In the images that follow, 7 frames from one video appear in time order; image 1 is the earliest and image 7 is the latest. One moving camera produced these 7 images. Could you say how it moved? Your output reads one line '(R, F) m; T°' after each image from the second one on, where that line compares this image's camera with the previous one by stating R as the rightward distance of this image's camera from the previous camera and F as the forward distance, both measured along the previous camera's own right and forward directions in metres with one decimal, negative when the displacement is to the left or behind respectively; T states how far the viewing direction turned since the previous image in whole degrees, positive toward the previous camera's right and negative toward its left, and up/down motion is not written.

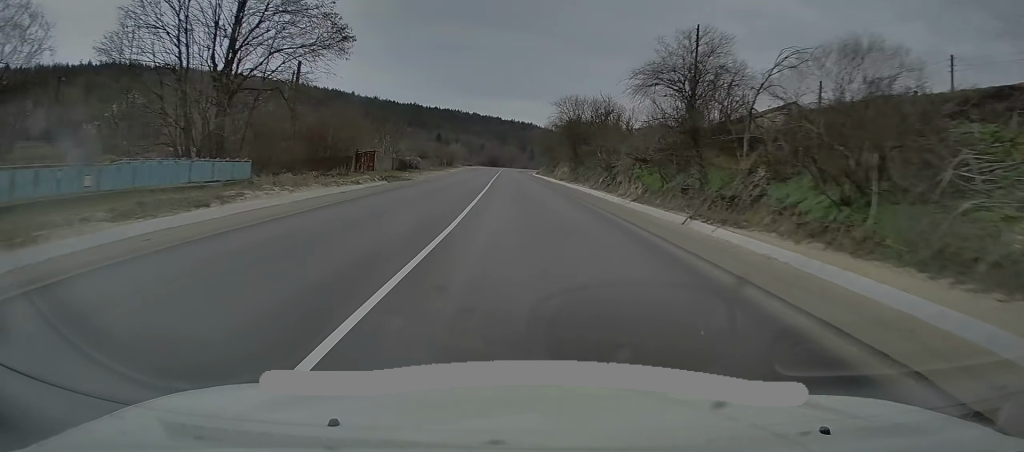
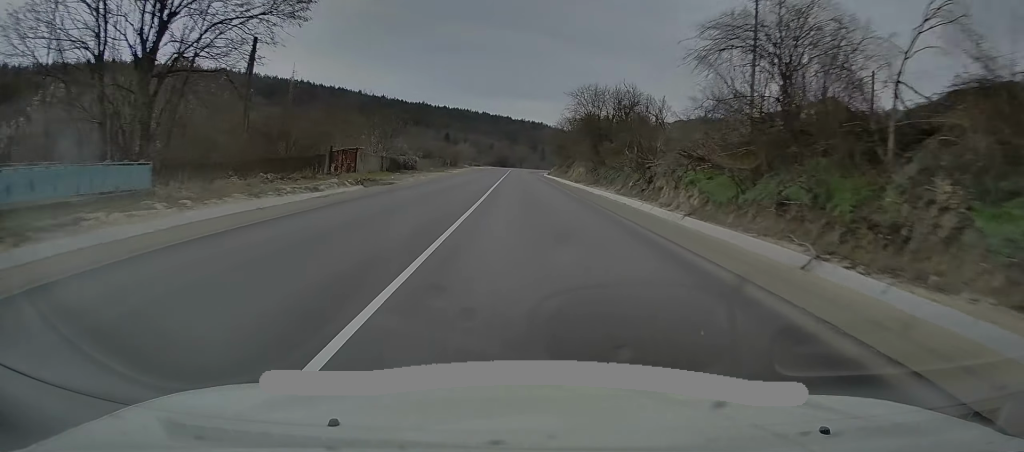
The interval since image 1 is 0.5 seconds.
(0.0, +9.4) m; -1°
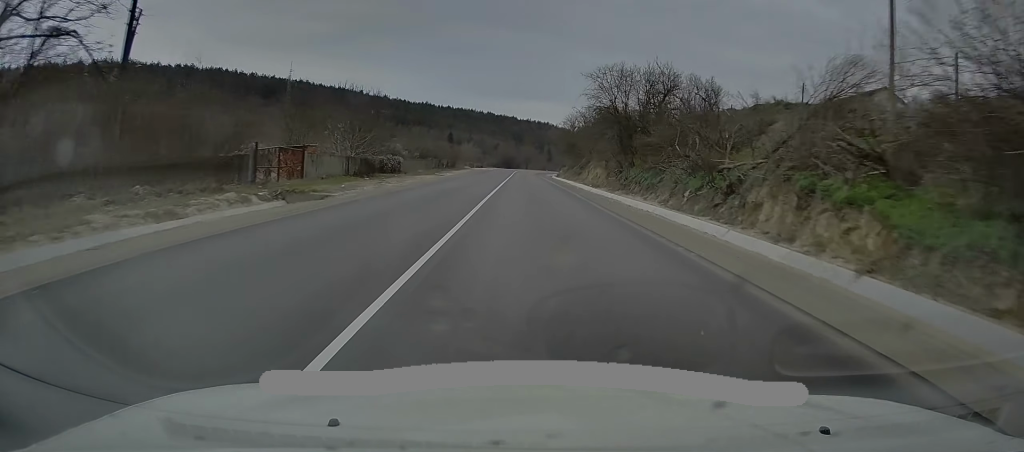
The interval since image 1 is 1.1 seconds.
(0.0, +12.8) m; -1°
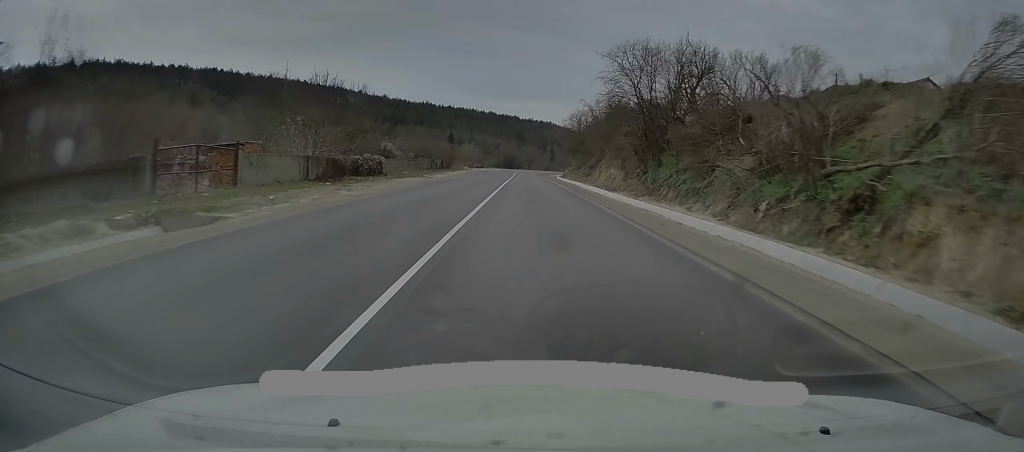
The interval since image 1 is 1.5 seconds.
(-0.1, +8.8) m; 0°
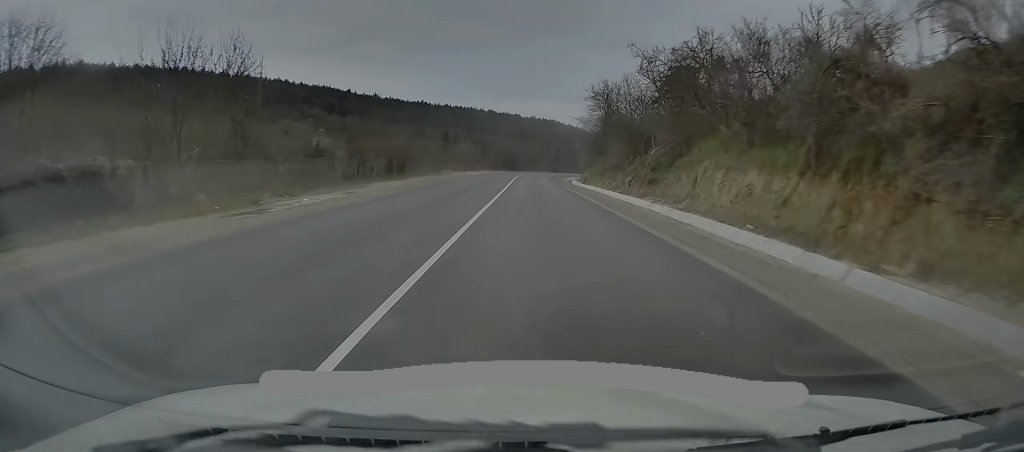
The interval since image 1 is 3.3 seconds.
(-0.3, +35.1) m; -1°
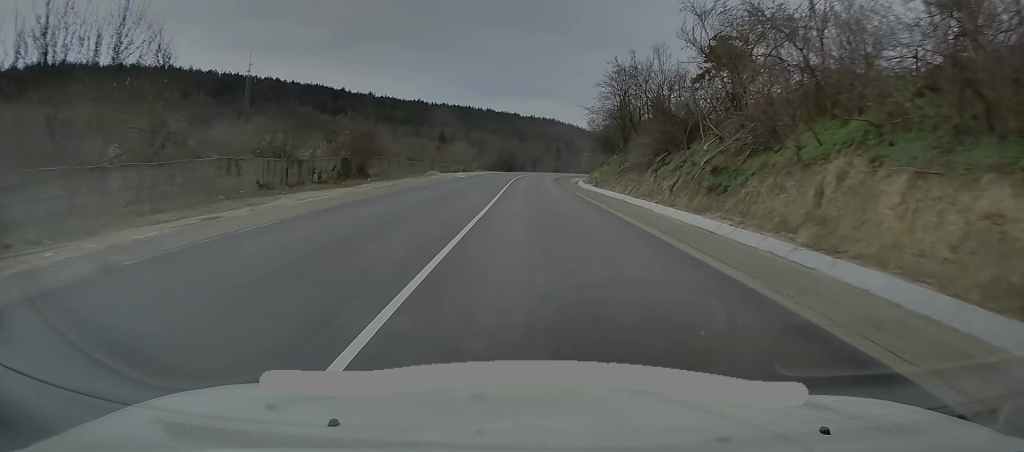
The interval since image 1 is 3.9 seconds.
(-0.1, +12.8) m; 0°
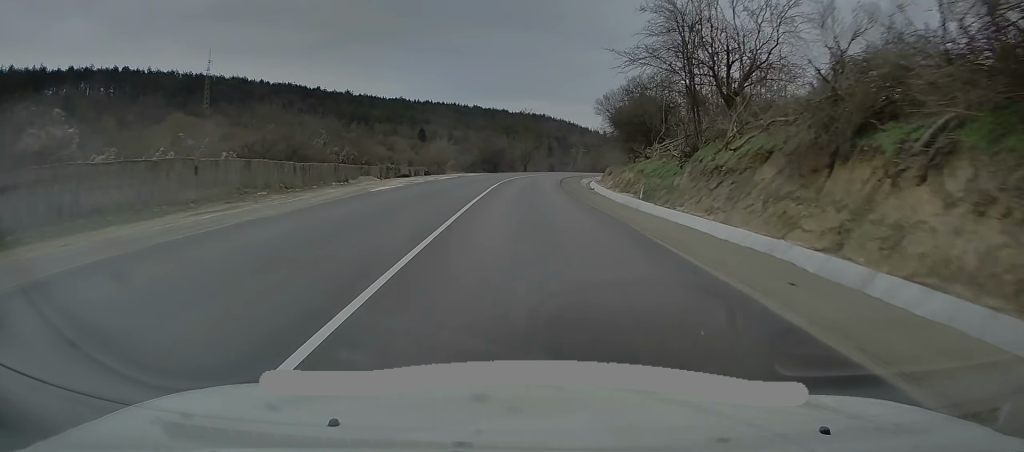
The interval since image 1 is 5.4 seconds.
(+0.2, +29.7) m; +1°
